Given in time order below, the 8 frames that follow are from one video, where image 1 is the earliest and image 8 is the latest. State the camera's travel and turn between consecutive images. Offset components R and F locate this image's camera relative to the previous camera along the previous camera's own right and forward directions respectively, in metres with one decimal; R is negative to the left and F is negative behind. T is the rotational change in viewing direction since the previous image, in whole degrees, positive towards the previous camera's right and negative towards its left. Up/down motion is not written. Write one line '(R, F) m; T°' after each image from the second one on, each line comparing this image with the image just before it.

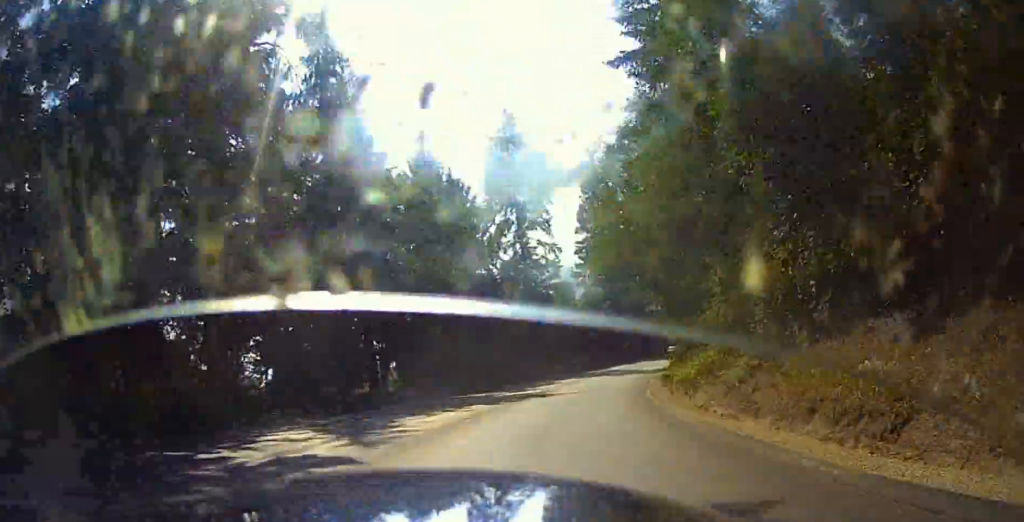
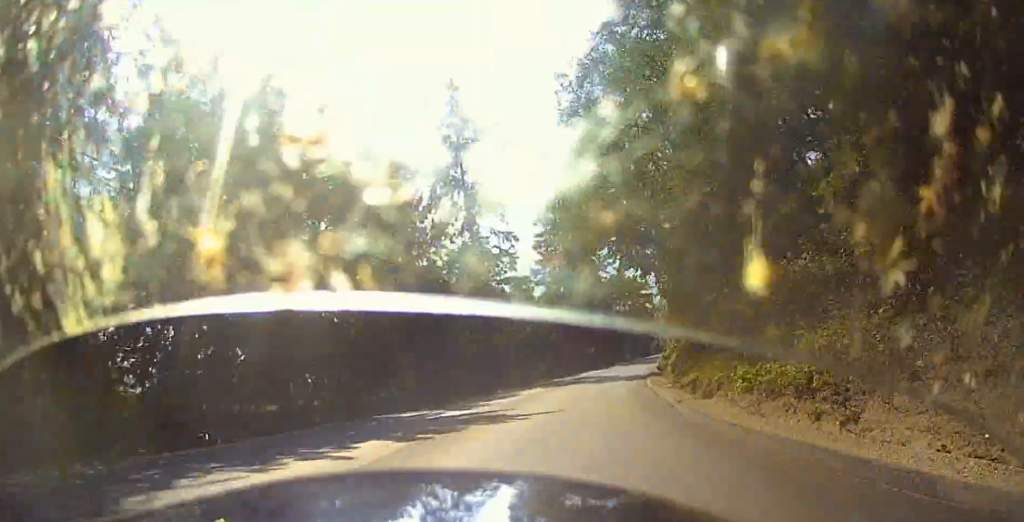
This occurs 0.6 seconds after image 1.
(+0.5, +11.4) m; +9°
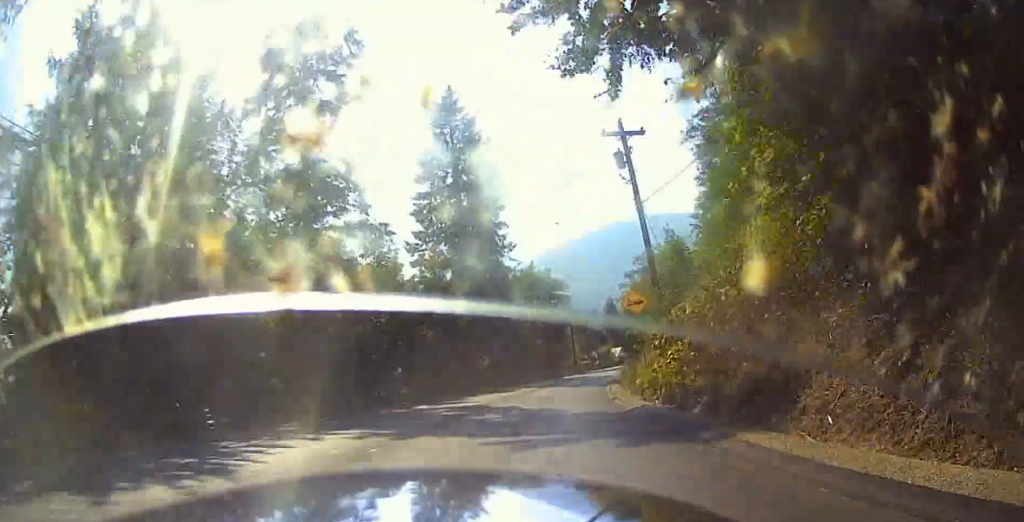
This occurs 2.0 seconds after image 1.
(+5.2, +25.3) m; +21°
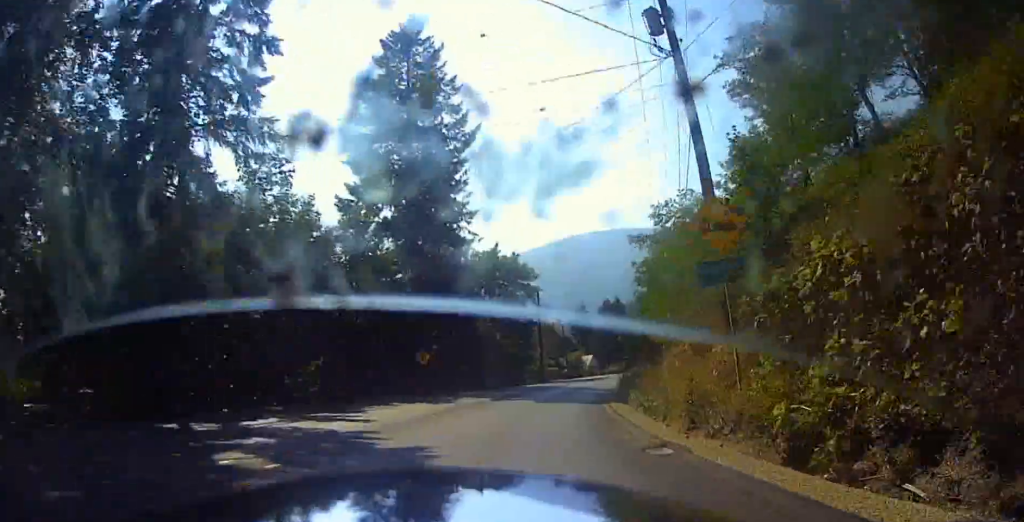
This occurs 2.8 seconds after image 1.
(+0.6, +14.2) m; +4°
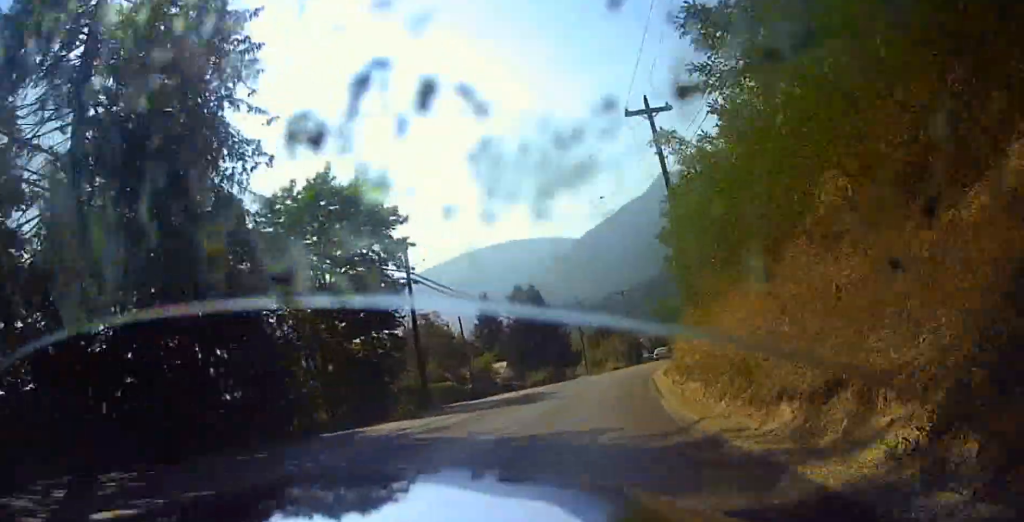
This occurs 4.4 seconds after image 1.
(+1.4, +30.0) m; +5°
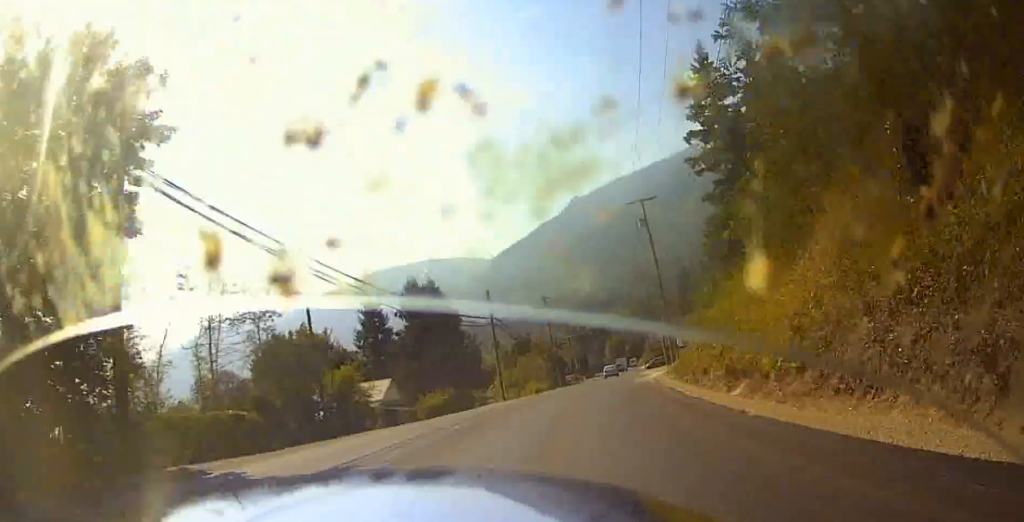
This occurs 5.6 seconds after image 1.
(+1.0, +21.2) m; +11°
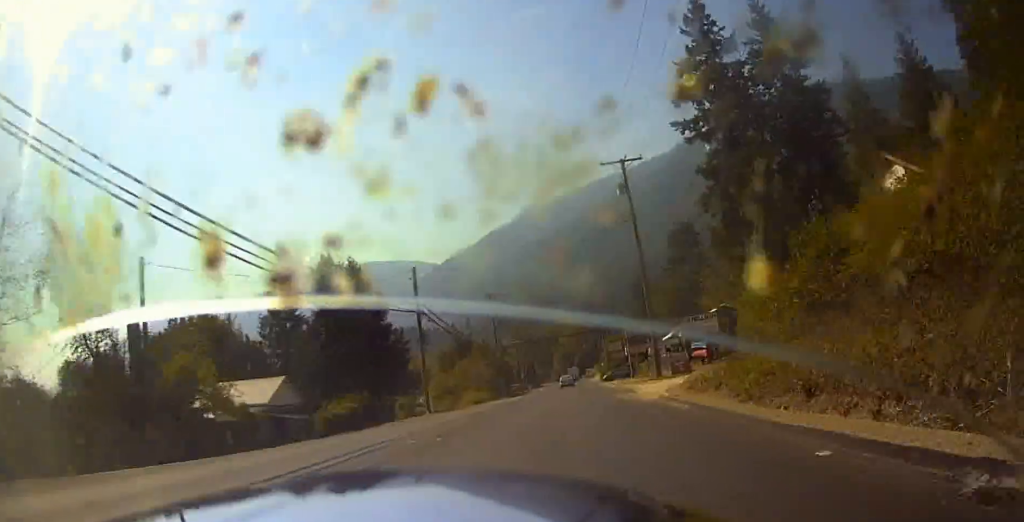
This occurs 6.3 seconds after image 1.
(+1.0, +13.2) m; +7°
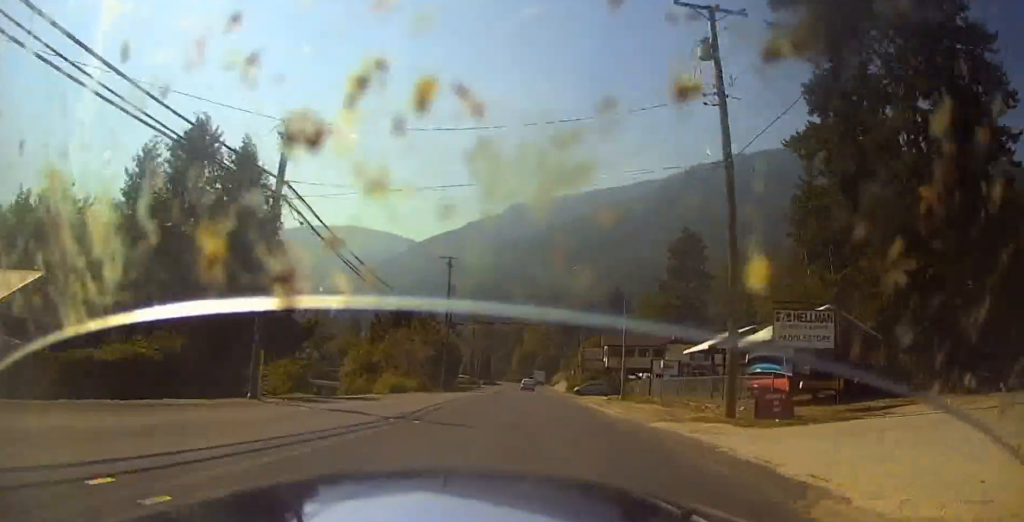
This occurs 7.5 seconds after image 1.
(+0.5, +20.7) m; -3°
